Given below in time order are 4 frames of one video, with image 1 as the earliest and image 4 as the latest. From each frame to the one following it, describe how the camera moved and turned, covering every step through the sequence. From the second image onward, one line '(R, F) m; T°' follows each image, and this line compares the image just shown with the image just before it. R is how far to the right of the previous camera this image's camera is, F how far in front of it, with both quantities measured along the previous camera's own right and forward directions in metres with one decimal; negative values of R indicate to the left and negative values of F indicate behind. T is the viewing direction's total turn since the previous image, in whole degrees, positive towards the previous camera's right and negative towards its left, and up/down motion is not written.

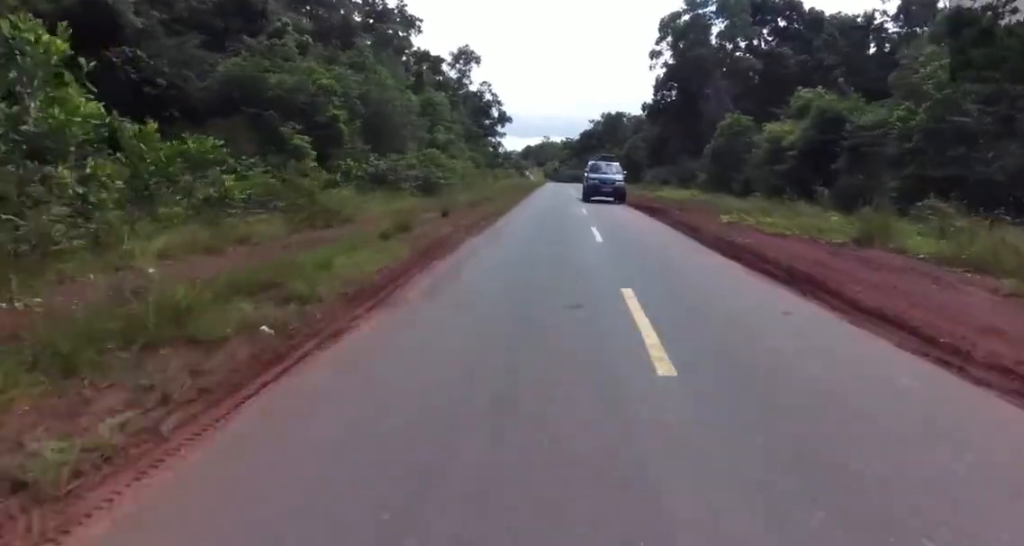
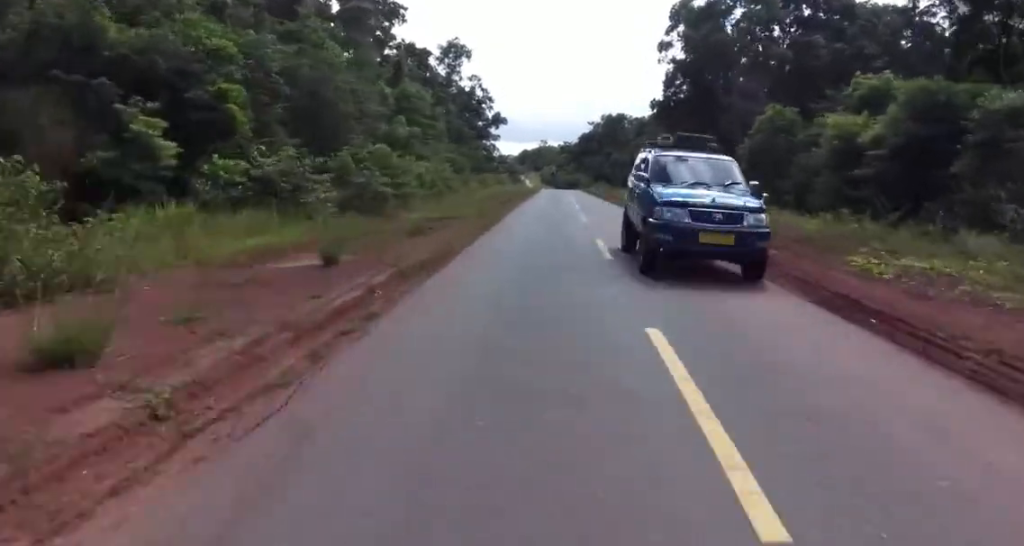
(+0.5, +11.0) m; +2°
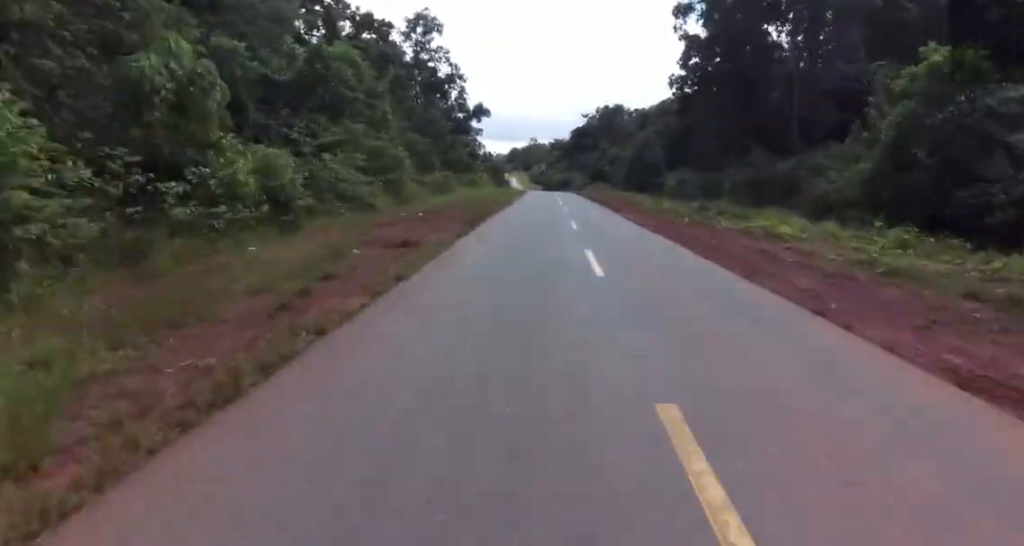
(+0.2, +18.7) m; -2°
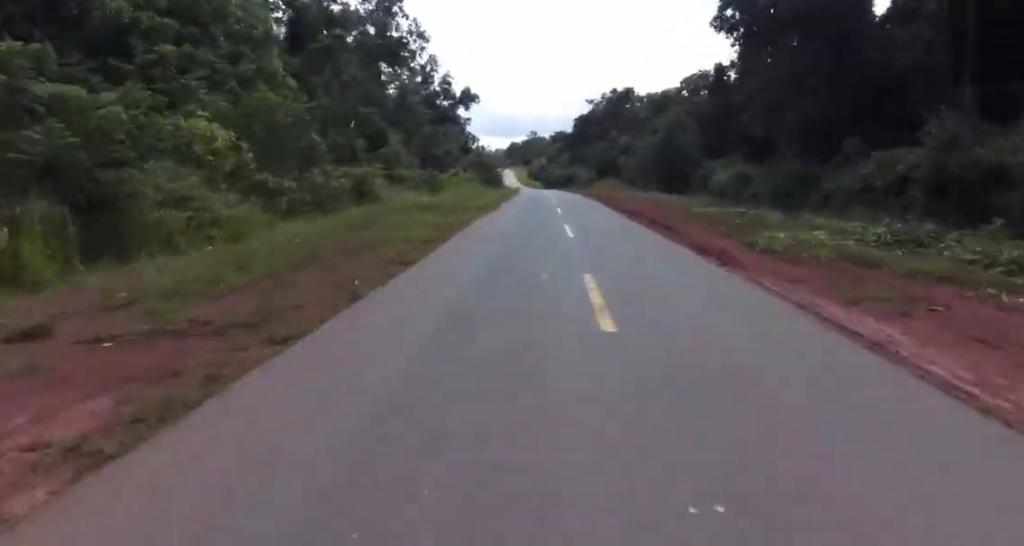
(-0.7, +19.7) m; -2°
